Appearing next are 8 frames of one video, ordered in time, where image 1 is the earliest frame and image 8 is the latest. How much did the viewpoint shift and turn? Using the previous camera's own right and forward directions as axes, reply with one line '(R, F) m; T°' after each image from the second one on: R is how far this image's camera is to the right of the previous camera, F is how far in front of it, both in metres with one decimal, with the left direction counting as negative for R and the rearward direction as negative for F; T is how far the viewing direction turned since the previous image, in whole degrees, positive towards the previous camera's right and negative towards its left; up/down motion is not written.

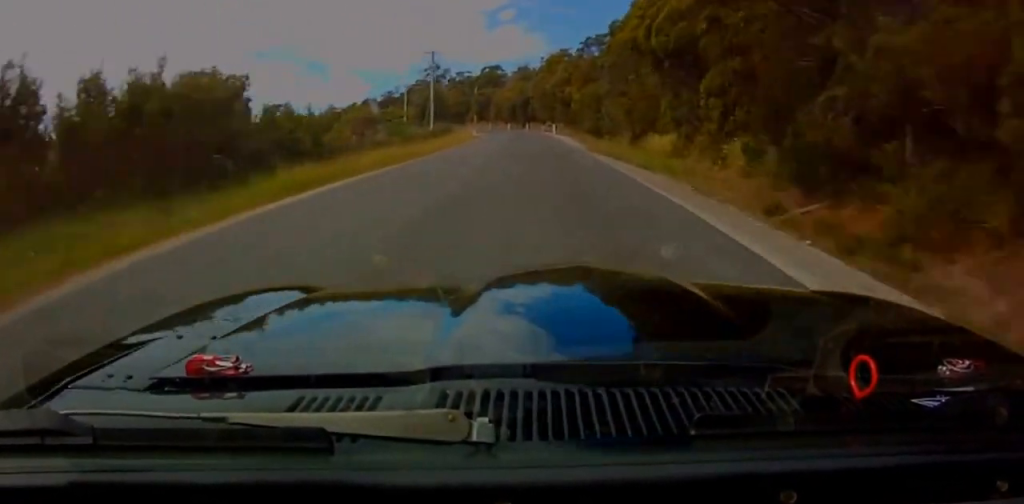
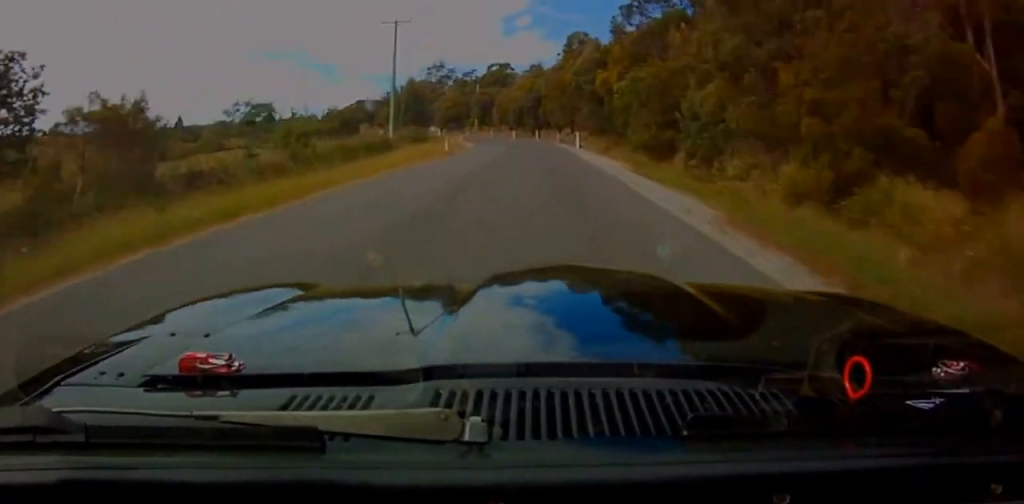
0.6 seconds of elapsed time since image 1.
(-0.3, +26.2) m; -1°
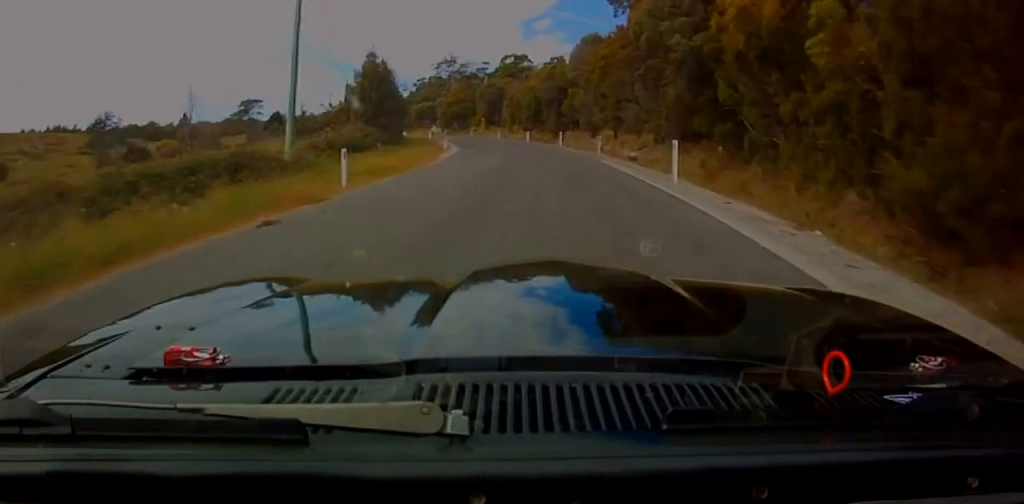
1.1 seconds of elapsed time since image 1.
(0.0, +24.8) m; 0°
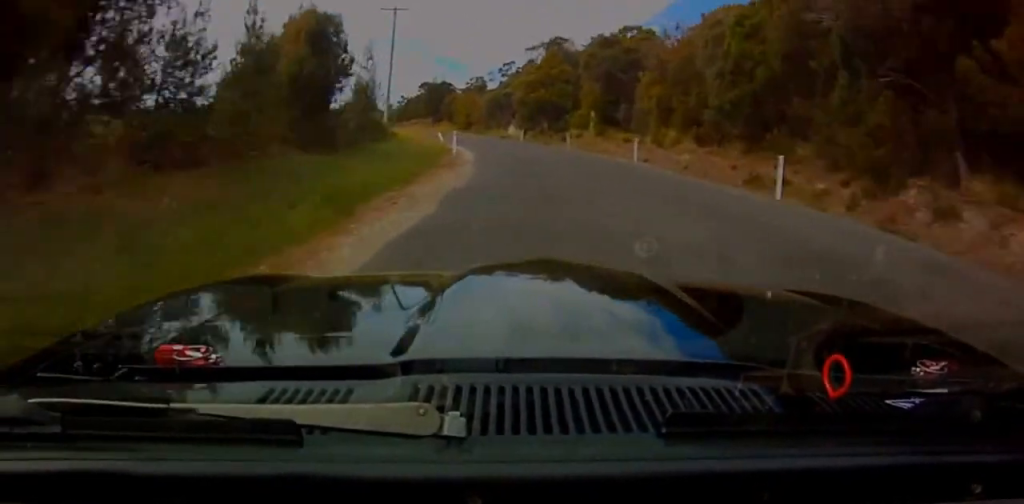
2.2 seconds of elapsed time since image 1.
(0.0, +46.2) m; -6°
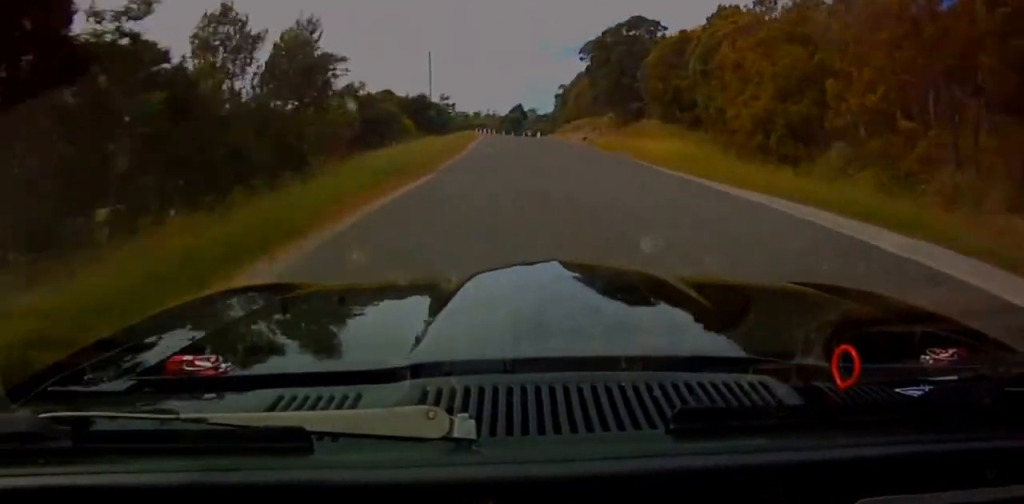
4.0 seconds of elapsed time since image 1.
(-12.7, +75.7) m; -15°
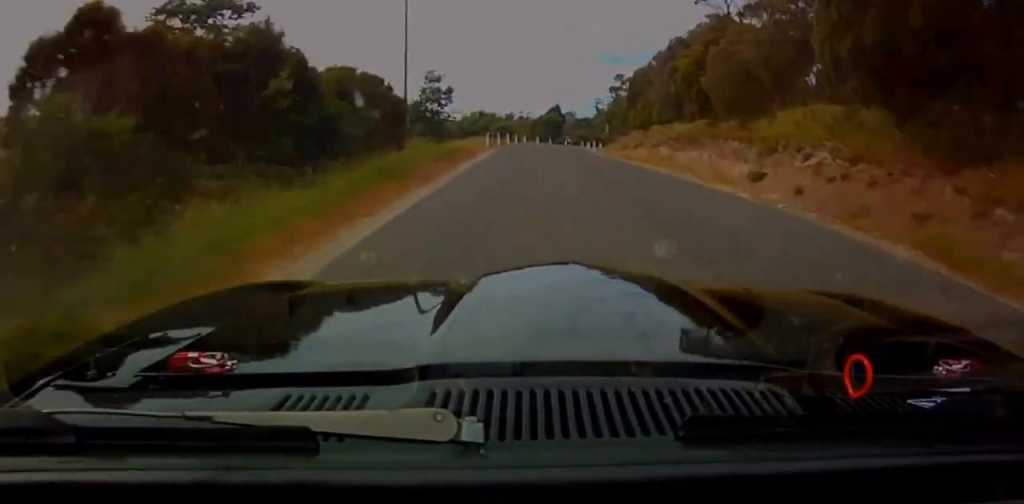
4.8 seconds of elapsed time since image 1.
(-1.0, +34.1) m; -2°
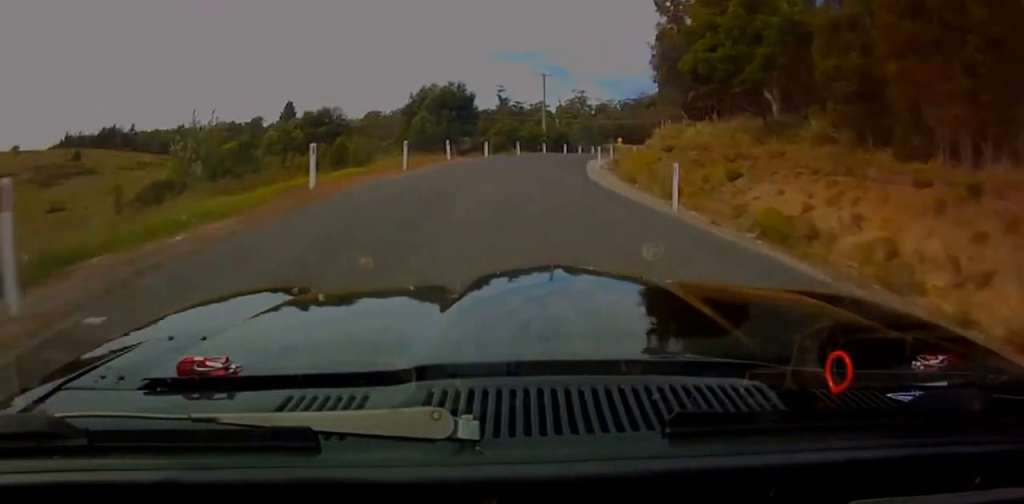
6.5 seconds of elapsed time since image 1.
(0.0, +68.9) m; +1°
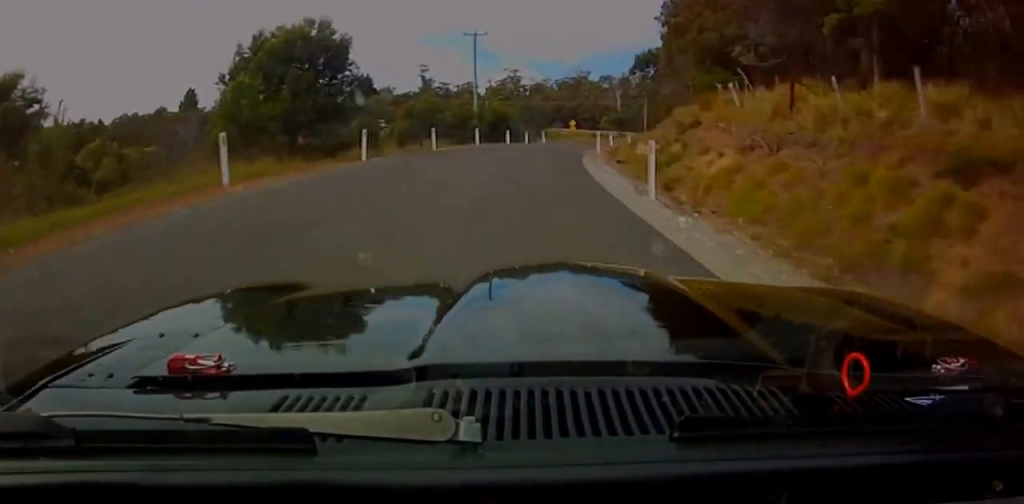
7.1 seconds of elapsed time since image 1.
(-0.3, +21.6) m; +5°
